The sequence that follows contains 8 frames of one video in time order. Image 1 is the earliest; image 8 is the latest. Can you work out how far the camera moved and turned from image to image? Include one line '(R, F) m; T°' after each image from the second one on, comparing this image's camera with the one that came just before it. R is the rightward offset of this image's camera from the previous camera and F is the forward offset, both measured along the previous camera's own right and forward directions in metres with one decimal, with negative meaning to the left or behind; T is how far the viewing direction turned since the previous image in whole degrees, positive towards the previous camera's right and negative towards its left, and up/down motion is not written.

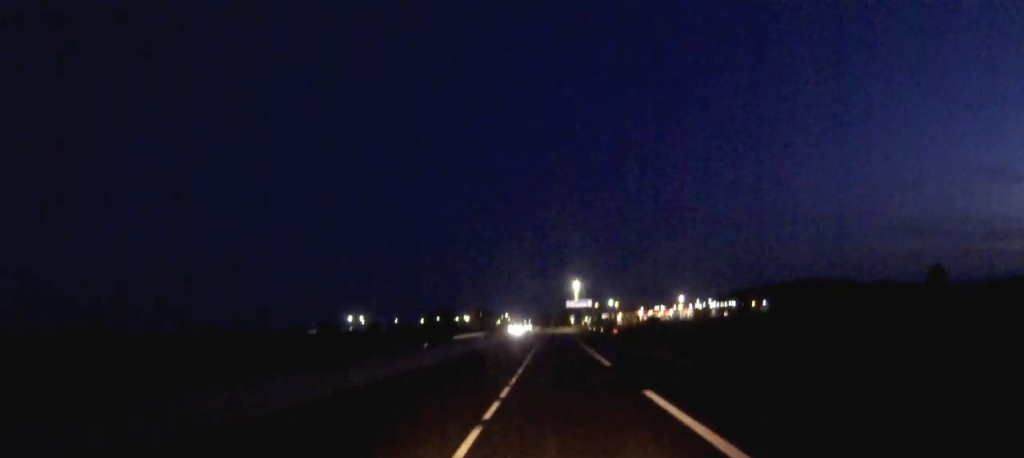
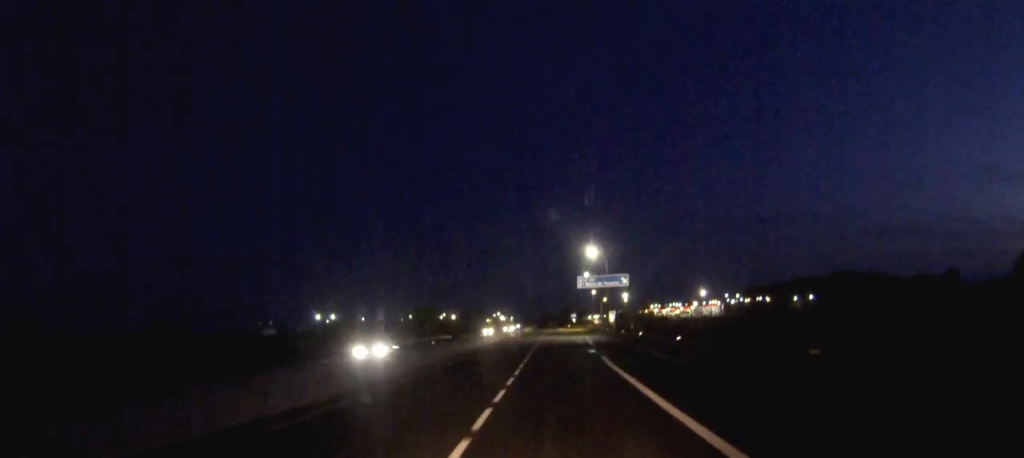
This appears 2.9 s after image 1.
(0.0, +84.3) m; 0°
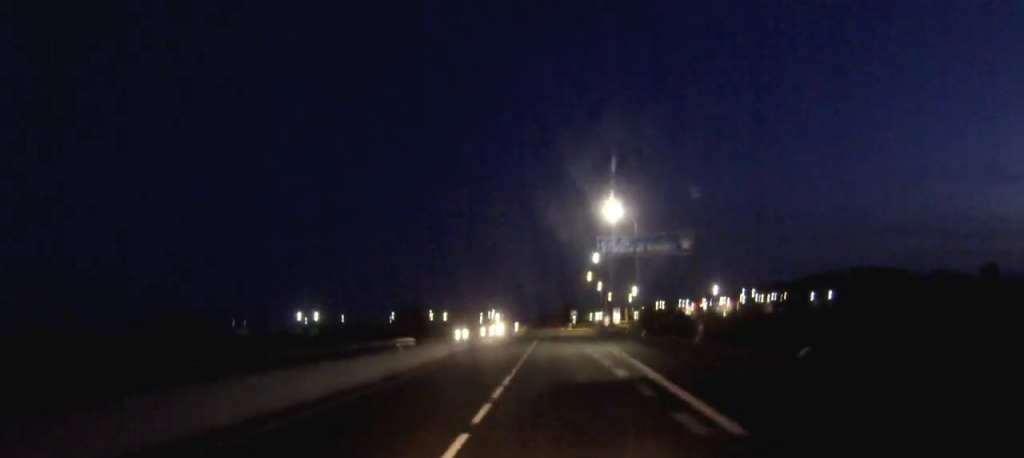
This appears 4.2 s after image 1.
(0.0, +38.7) m; 0°
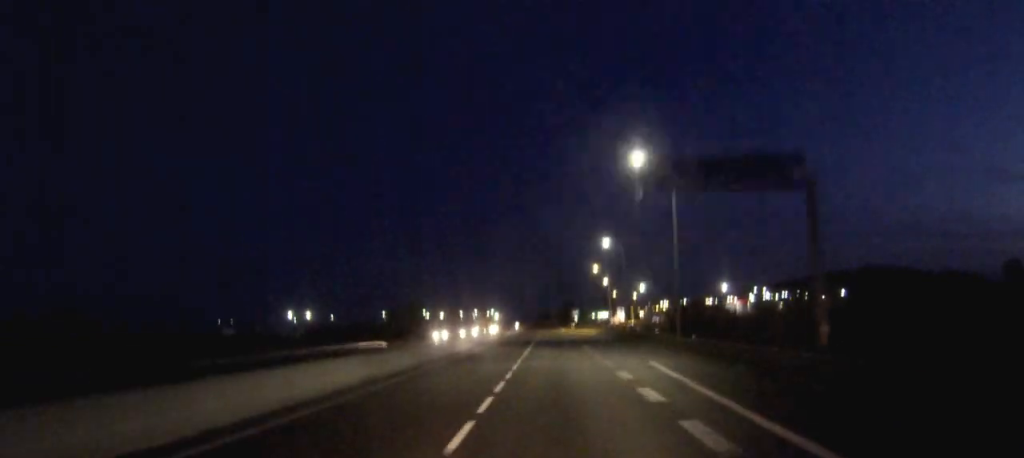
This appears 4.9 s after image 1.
(0.0, +20.3) m; 0°
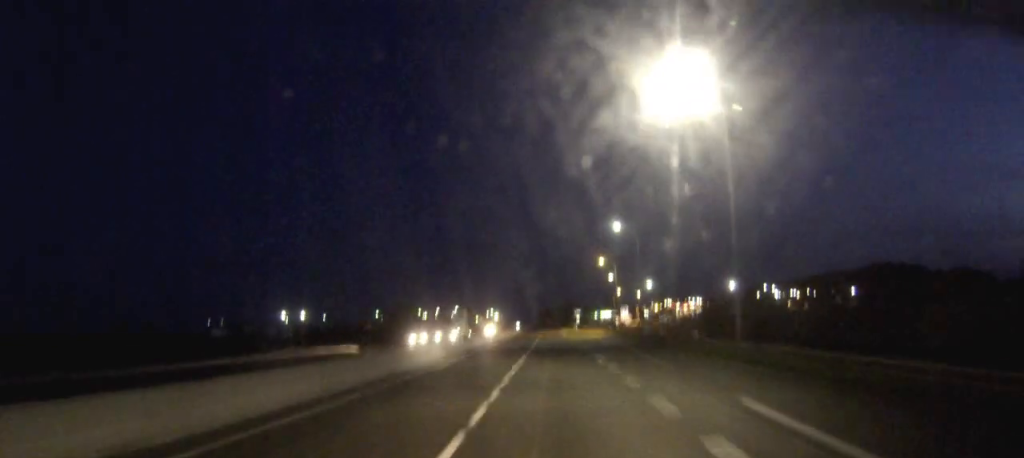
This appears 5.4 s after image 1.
(0.0, +14.5) m; 0°
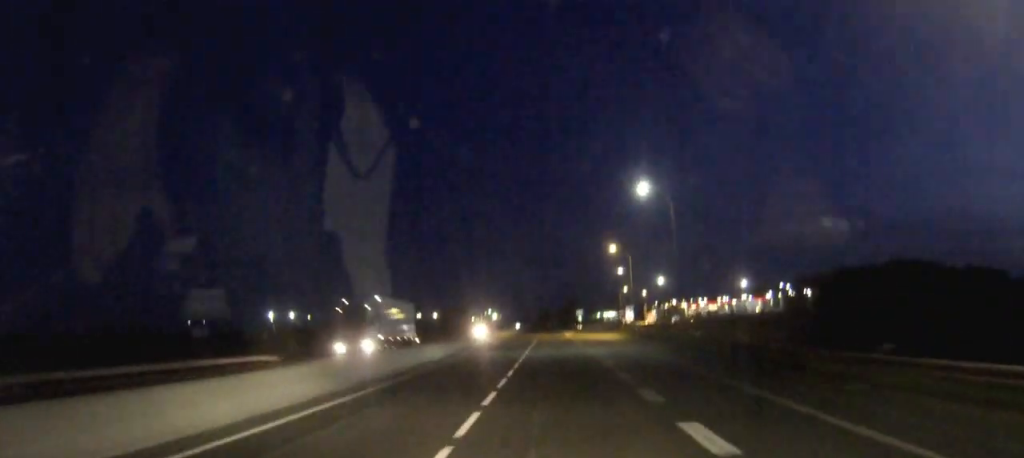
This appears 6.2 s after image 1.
(0.0, +23.2) m; 0°
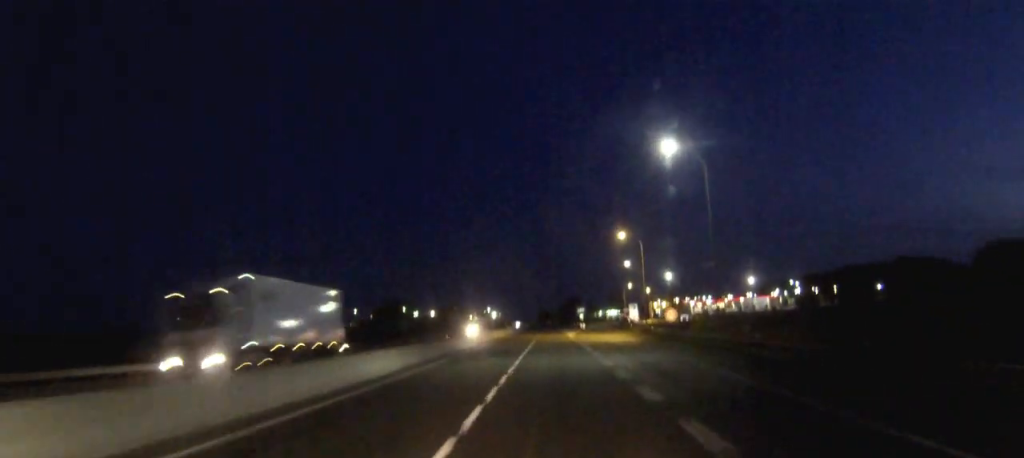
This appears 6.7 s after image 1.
(0.0, +12.6) m; 0°
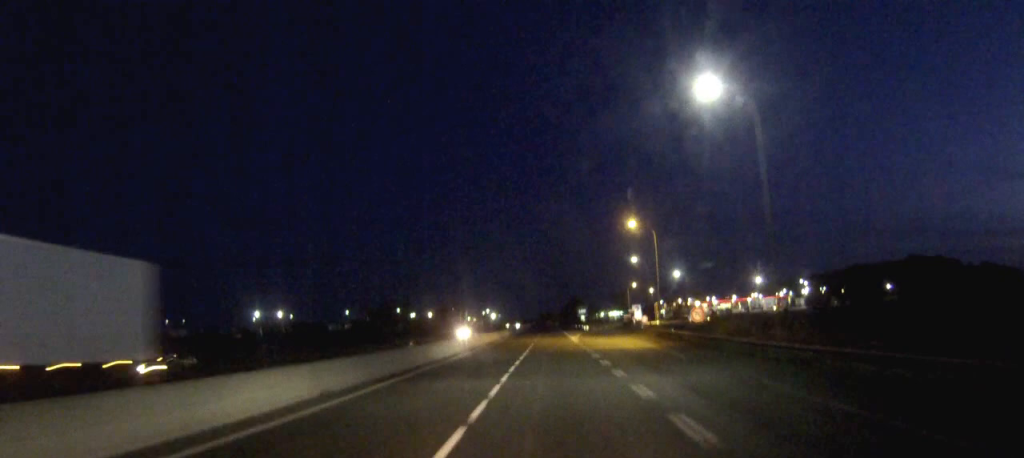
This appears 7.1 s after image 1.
(0.0, +11.6) m; 0°
